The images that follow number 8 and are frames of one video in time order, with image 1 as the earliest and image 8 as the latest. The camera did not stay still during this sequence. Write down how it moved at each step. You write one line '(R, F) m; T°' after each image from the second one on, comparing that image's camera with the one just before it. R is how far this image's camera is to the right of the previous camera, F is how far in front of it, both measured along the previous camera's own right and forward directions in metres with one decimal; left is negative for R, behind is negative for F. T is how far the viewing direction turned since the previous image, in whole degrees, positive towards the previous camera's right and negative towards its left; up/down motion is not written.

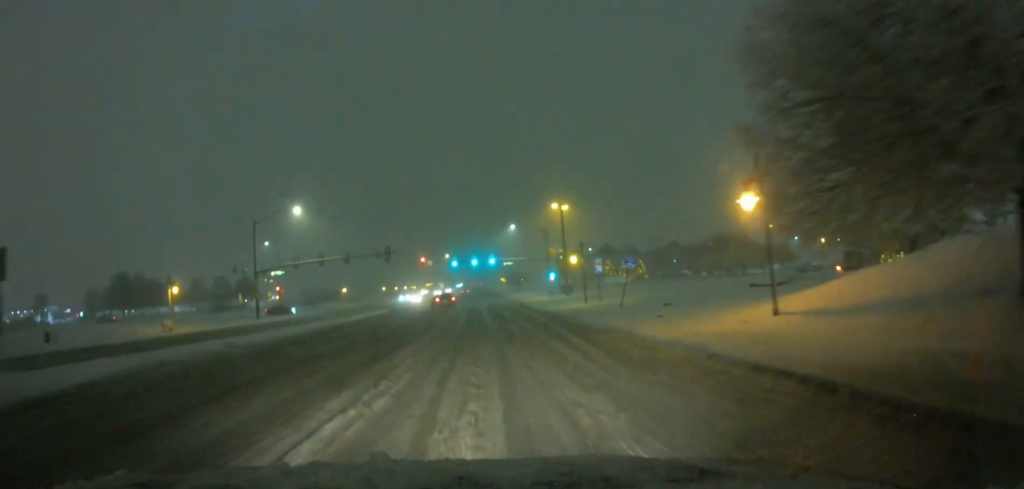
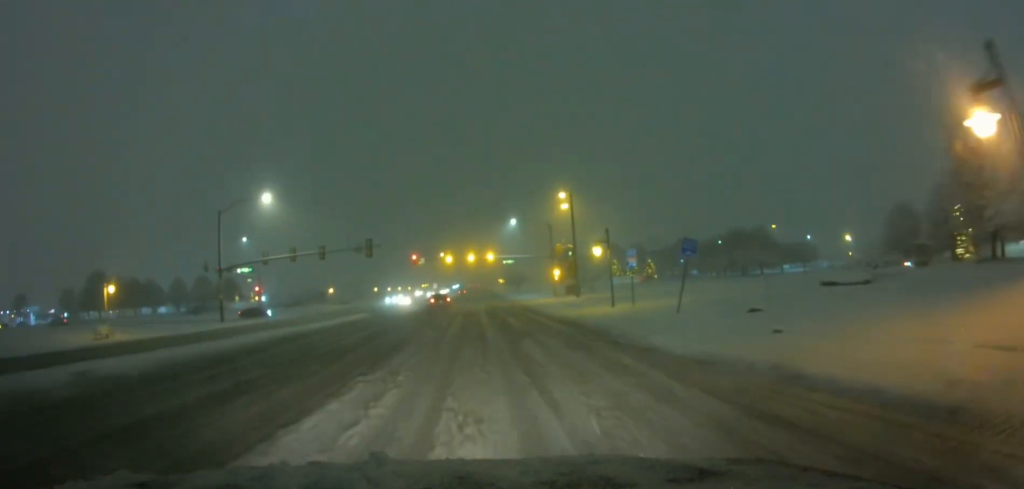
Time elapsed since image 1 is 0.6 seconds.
(0.0, +9.2) m; +2°
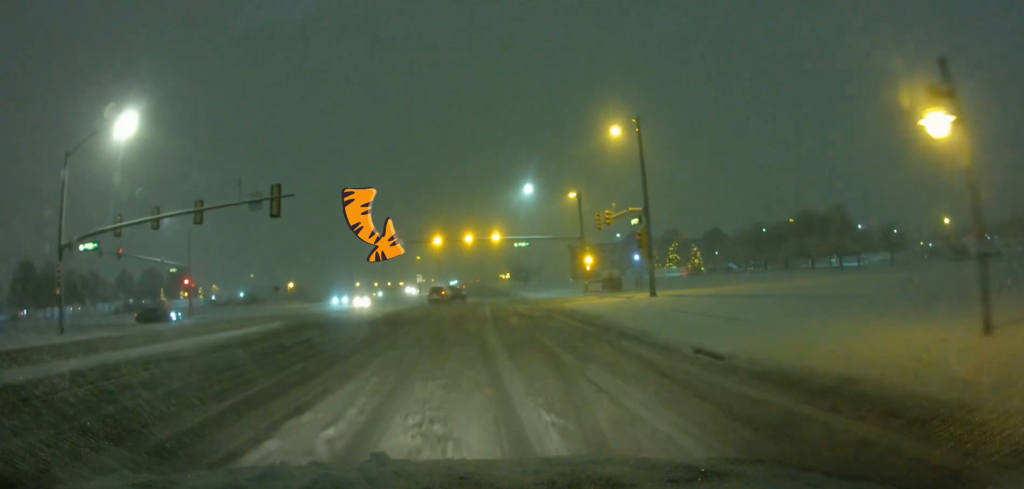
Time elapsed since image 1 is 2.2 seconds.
(+0.9, +26.5) m; +1°
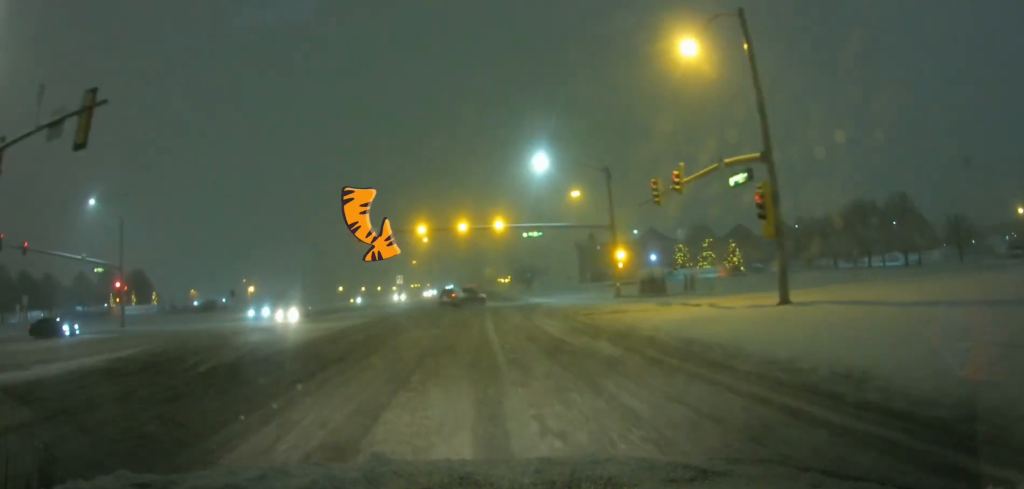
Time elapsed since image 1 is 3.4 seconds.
(-0.8, +17.6) m; -2°
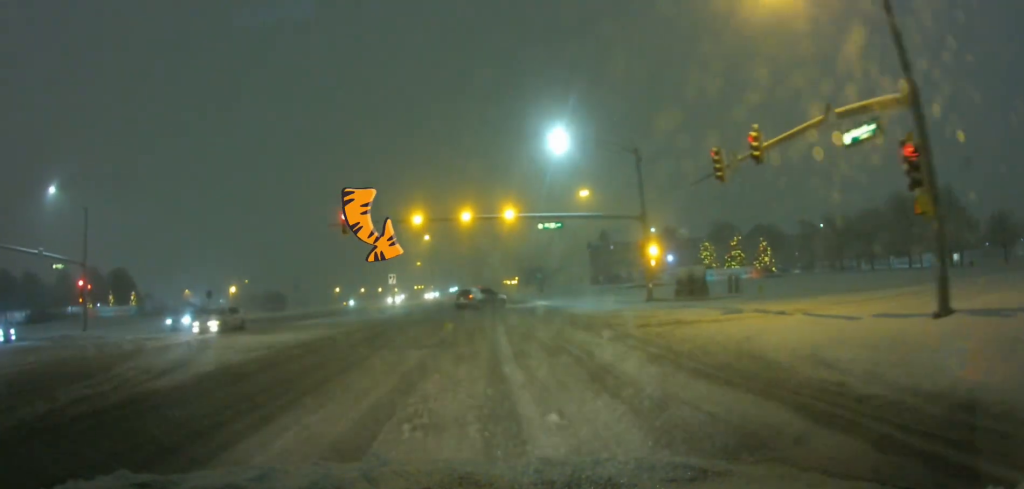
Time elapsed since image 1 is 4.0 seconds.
(0.0, +9.0) m; 0°
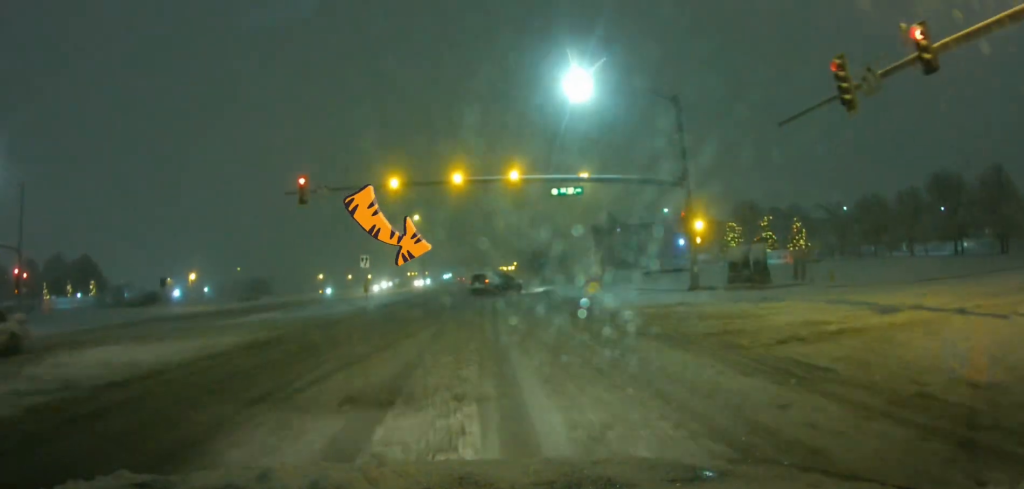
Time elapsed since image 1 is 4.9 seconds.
(0.0, +10.4) m; 0°
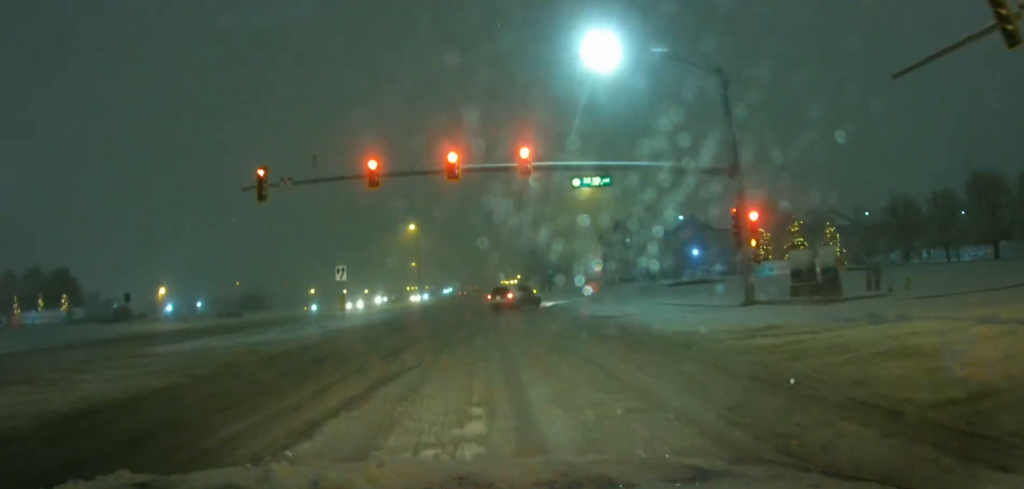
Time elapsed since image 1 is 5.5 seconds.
(0.0, +7.3) m; 0°
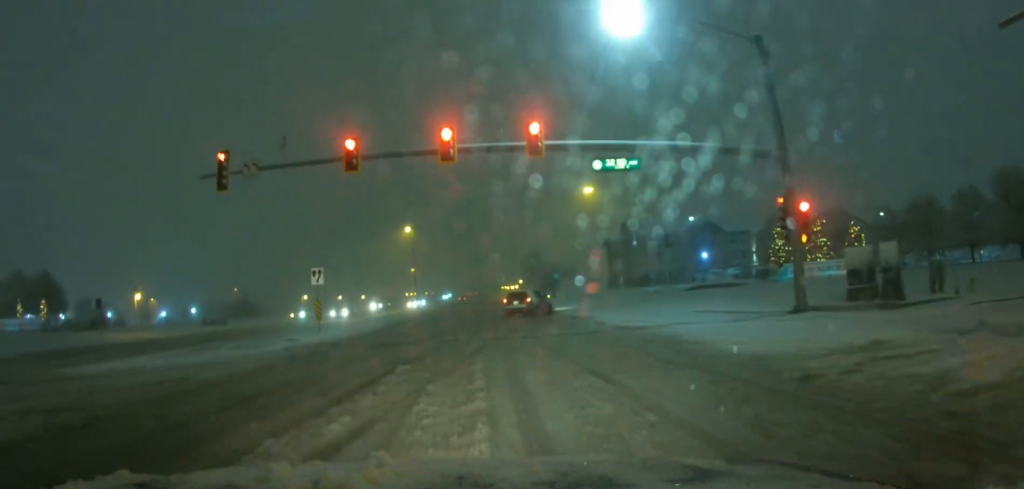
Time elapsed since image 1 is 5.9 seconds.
(0.0, +4.9) m; 0°
